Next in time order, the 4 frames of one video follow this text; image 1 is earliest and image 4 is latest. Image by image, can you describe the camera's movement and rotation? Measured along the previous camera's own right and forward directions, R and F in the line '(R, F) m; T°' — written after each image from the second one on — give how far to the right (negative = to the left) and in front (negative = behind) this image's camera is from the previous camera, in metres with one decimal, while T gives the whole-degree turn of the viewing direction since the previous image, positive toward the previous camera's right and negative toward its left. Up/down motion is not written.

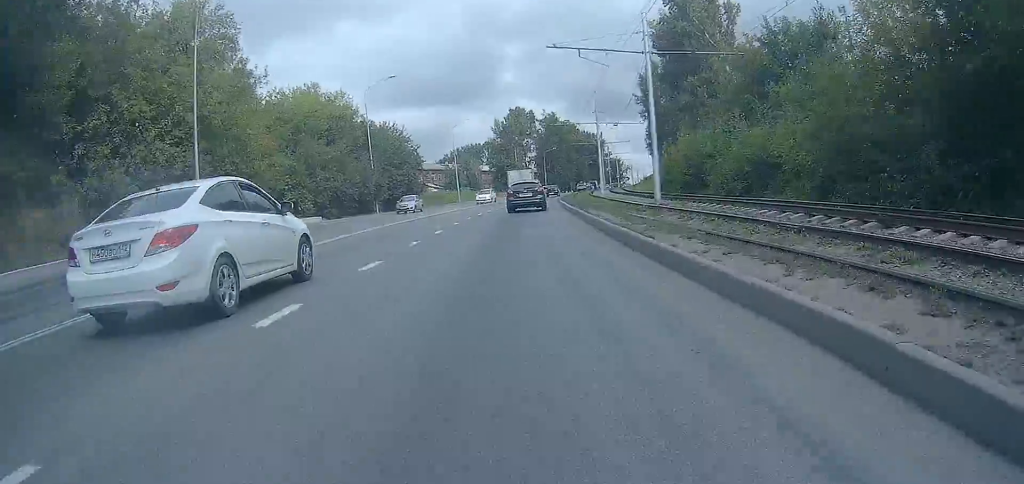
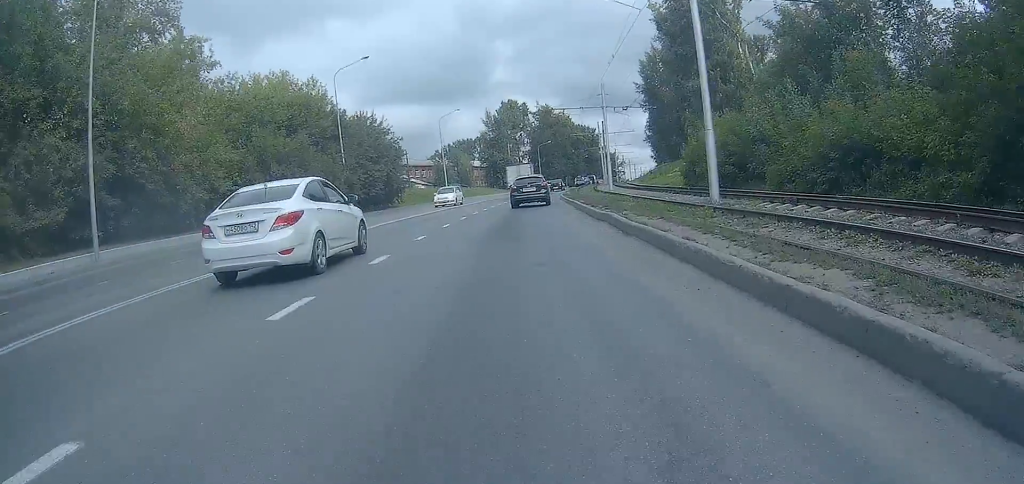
(+0.1, +7.1) m; +2°
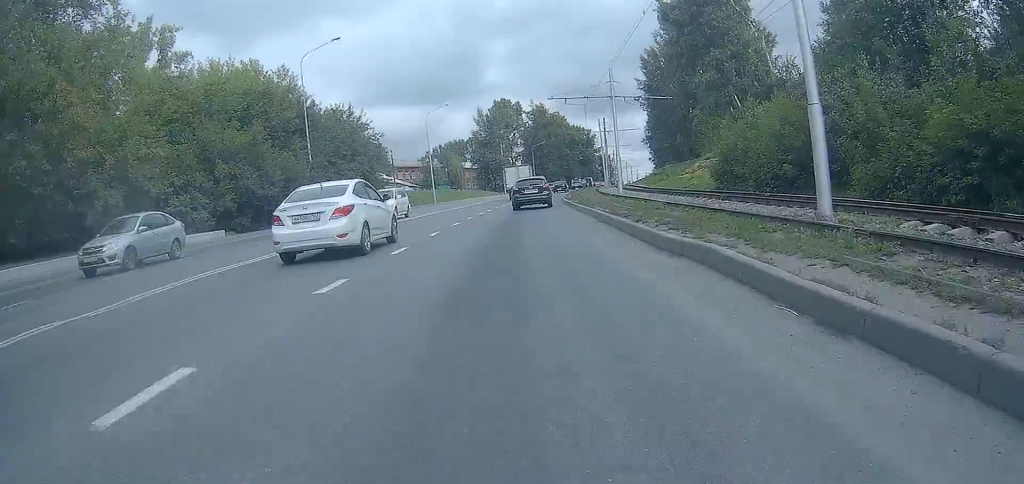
(0.0, +5.8) m; +3°
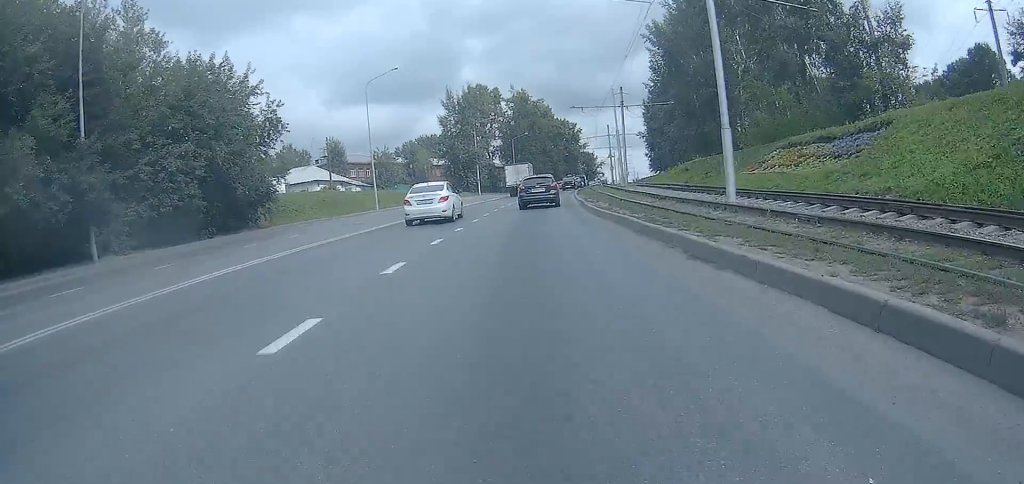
(+0.6, +20.1) m; -3°
